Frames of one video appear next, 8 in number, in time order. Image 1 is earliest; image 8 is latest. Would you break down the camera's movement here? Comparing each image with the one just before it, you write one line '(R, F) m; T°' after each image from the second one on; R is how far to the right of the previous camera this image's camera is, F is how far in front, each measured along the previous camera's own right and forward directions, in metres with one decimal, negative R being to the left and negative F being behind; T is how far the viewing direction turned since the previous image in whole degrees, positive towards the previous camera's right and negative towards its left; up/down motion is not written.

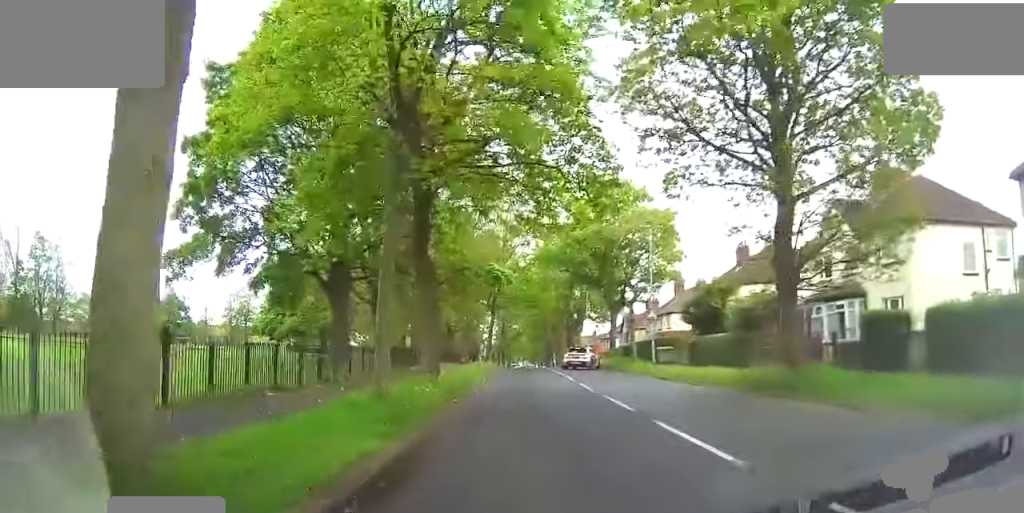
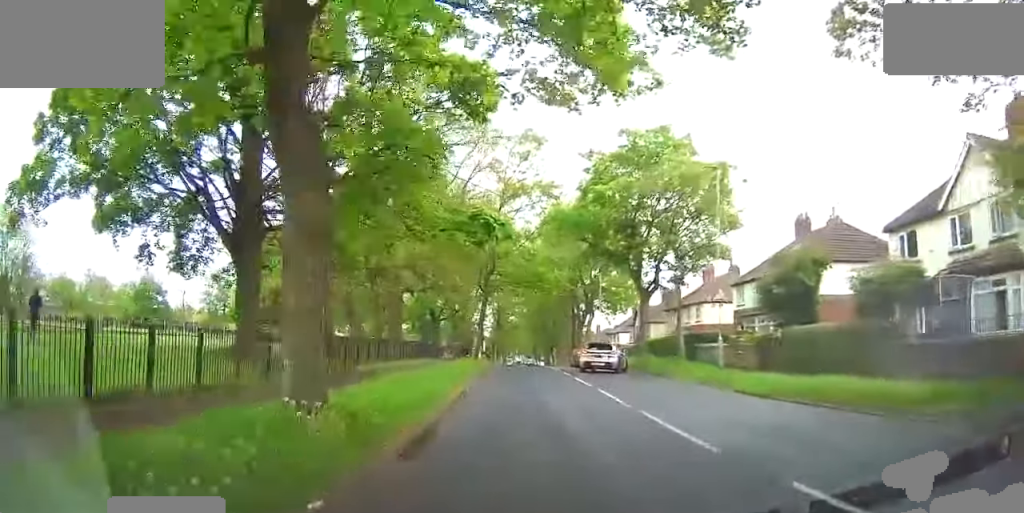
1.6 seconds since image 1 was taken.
(+0.8, +10.8) m; +7°
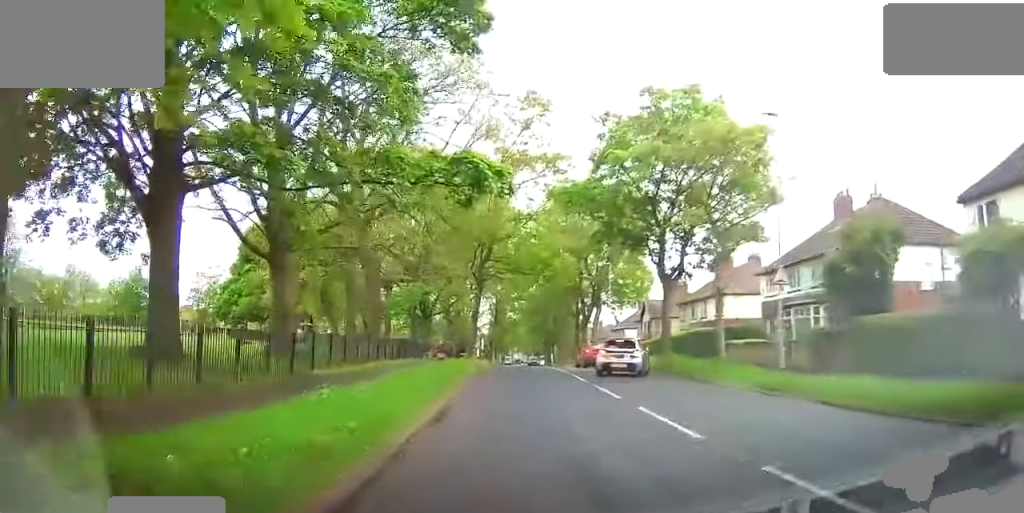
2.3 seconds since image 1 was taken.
(0.0, +5.2) m; -2°
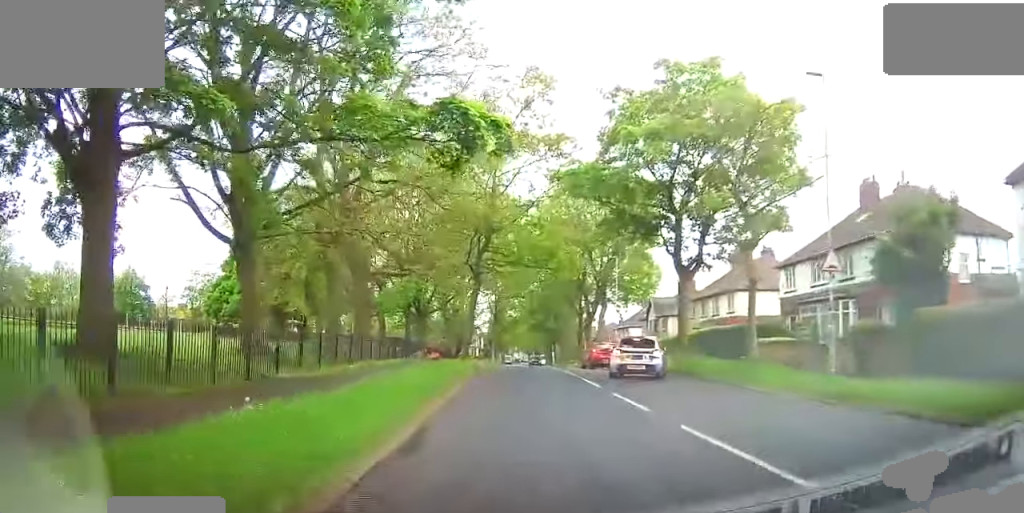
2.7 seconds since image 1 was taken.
(0.0, +2.9) m; -1°
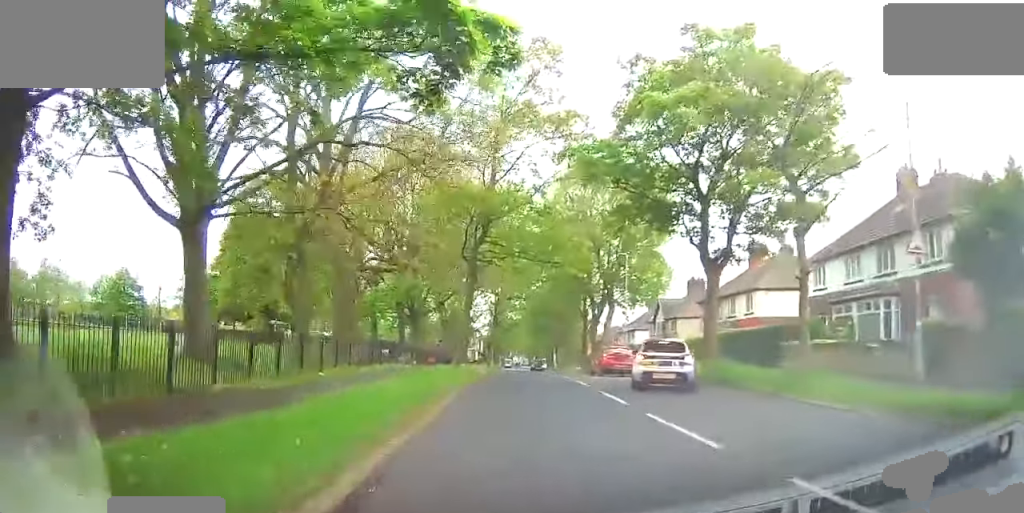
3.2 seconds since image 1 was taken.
(-0.2, +3.5) m; 0°
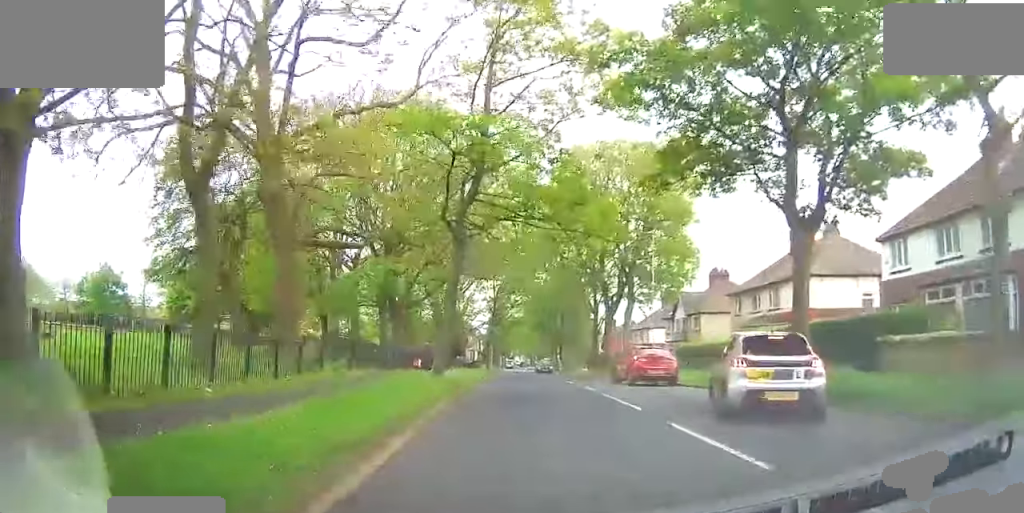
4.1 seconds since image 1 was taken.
(+0.2, +7.5) m; 0°
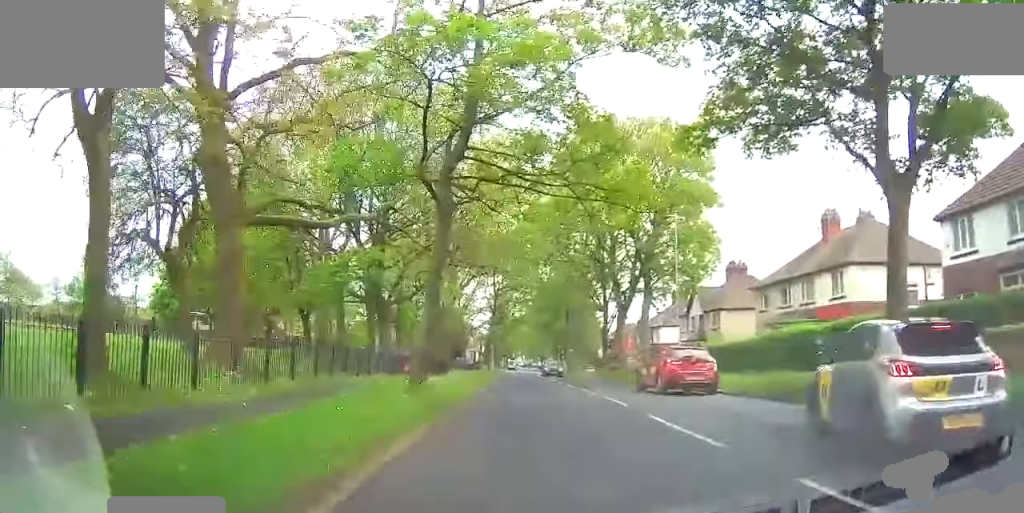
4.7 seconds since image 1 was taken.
(+0.1, +4.5) m; 0°
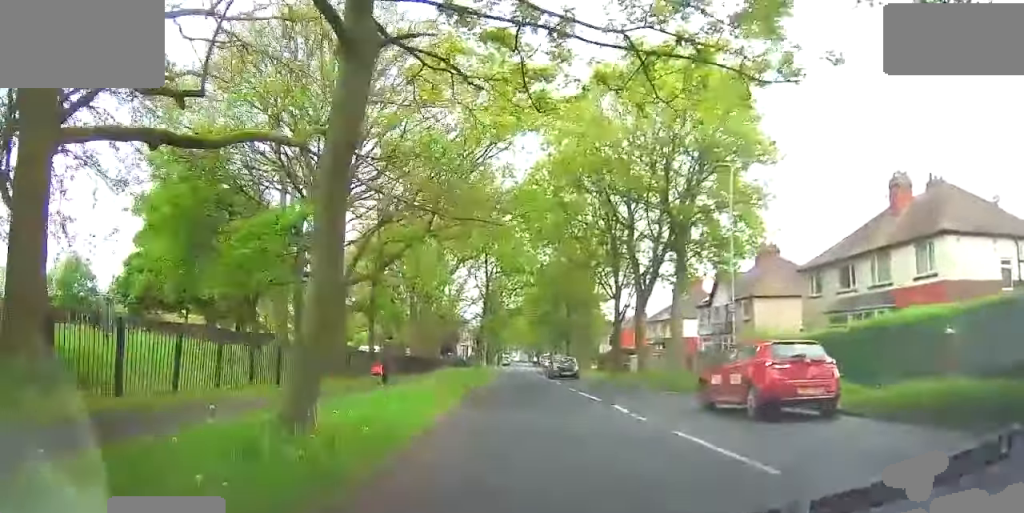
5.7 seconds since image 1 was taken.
(-0.4, +8.0) m; -2°
